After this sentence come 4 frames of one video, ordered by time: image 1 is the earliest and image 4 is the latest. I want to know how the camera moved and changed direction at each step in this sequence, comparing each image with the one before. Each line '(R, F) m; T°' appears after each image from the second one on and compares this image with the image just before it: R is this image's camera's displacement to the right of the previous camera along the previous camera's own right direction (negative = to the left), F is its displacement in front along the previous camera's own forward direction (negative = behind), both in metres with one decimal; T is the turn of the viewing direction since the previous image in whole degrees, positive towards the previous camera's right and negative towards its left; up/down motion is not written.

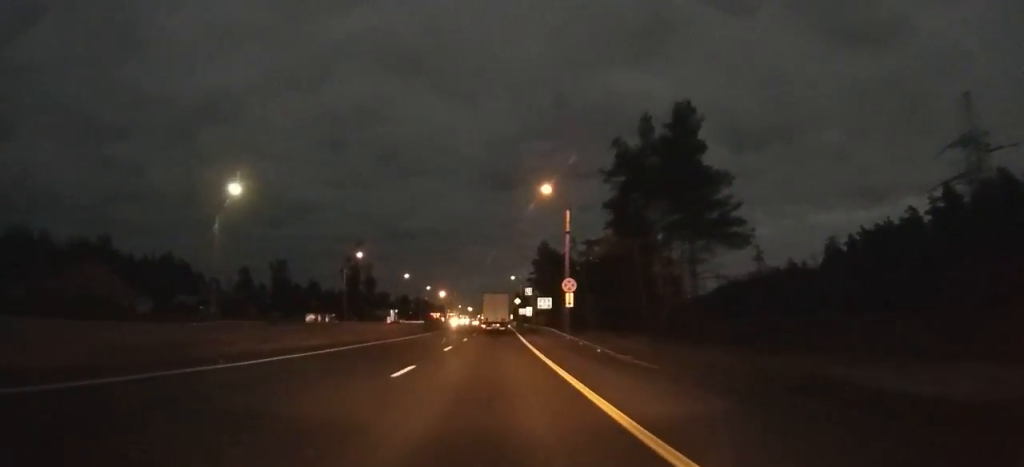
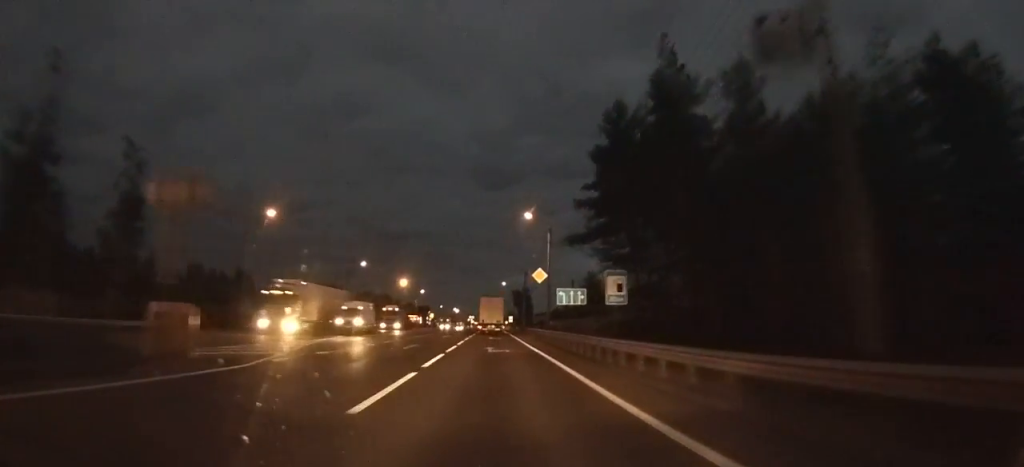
(-0.6, +75.4) m; 0°
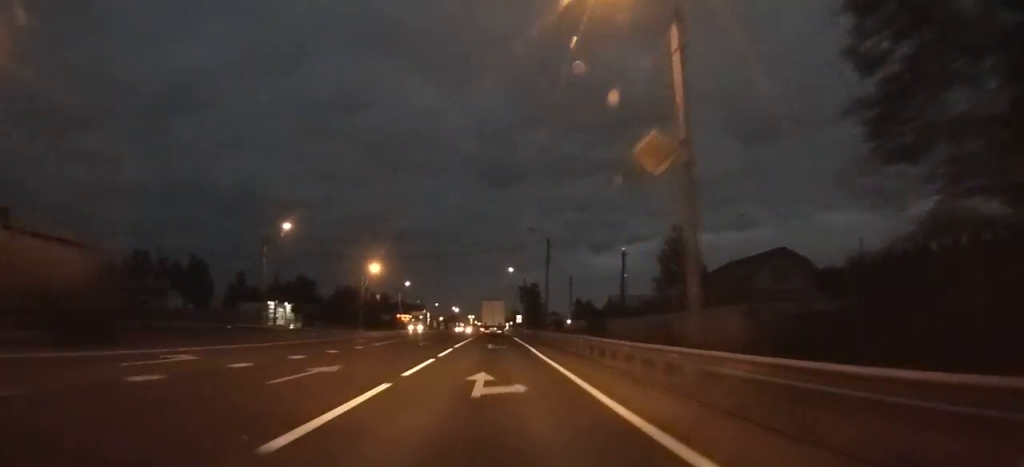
(+0.2, +35.5) m; +1°
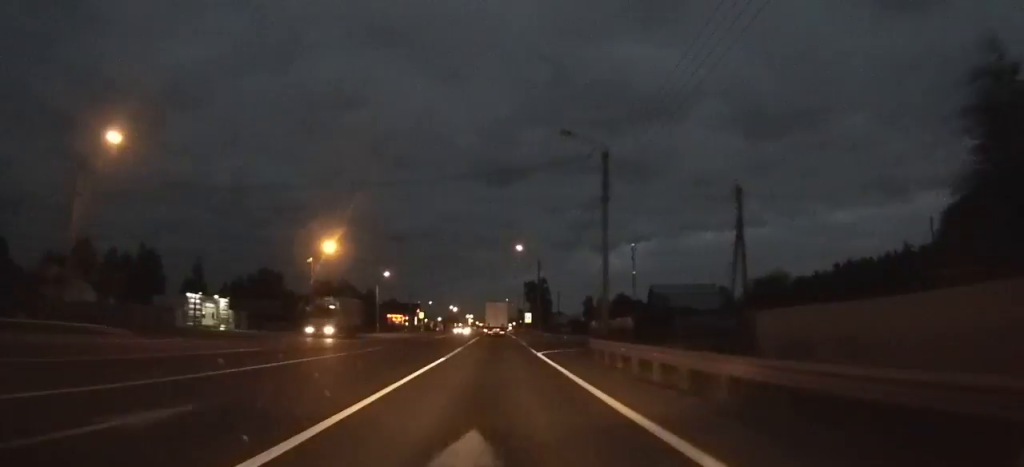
(+0.2, +27.9) m; 0°
